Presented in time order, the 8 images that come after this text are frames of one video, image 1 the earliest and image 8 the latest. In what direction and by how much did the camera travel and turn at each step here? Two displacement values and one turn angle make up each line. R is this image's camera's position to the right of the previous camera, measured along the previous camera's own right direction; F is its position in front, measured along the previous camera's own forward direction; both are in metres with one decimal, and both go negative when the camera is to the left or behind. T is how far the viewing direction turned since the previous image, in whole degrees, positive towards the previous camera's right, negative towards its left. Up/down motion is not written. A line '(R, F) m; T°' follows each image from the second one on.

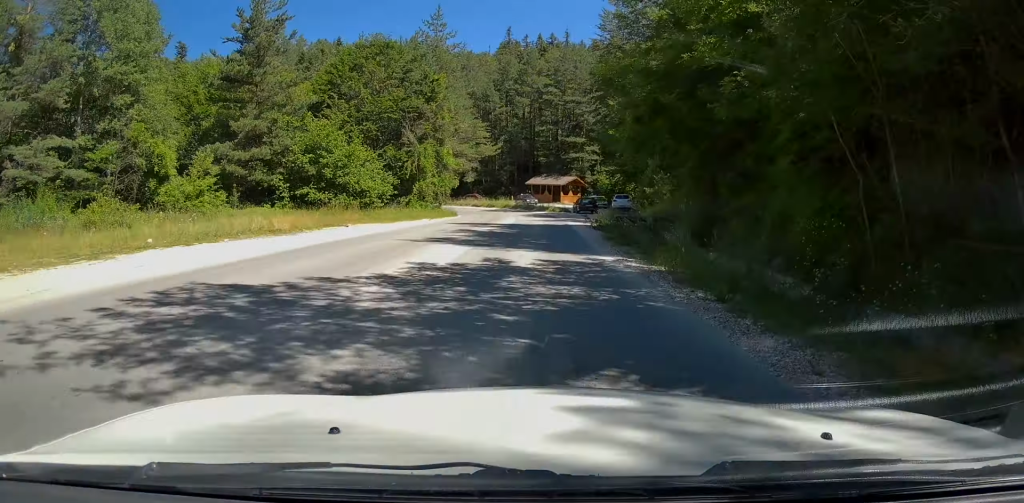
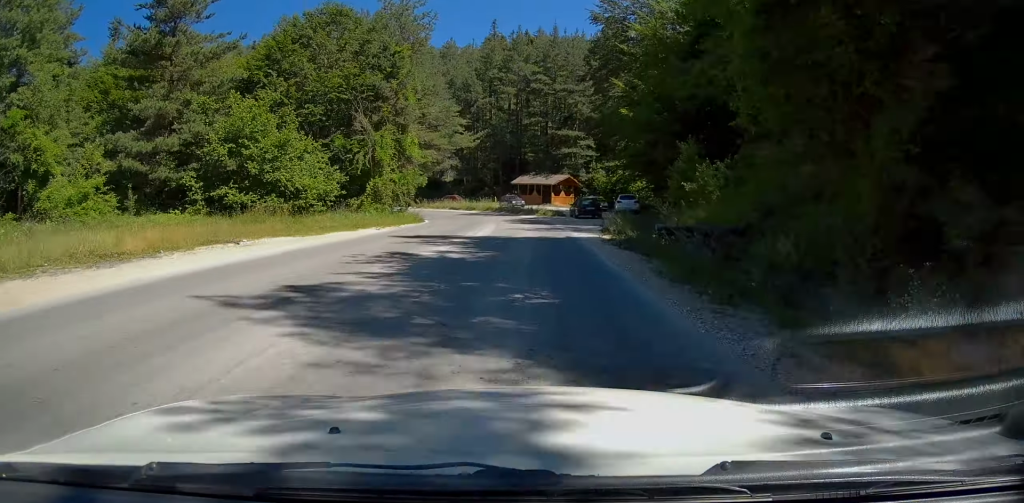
(+0.5, +10.4) m; +4°
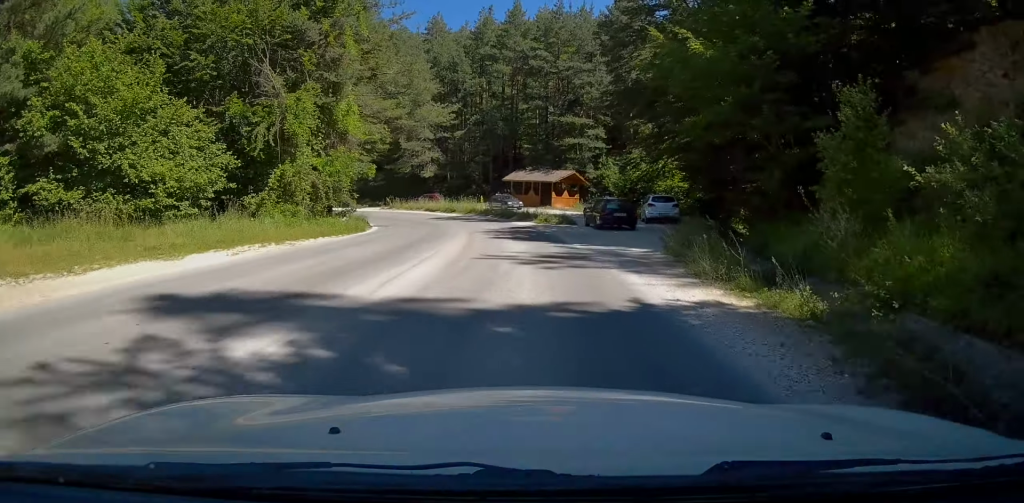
(+0.6, +14.0) m; +2°
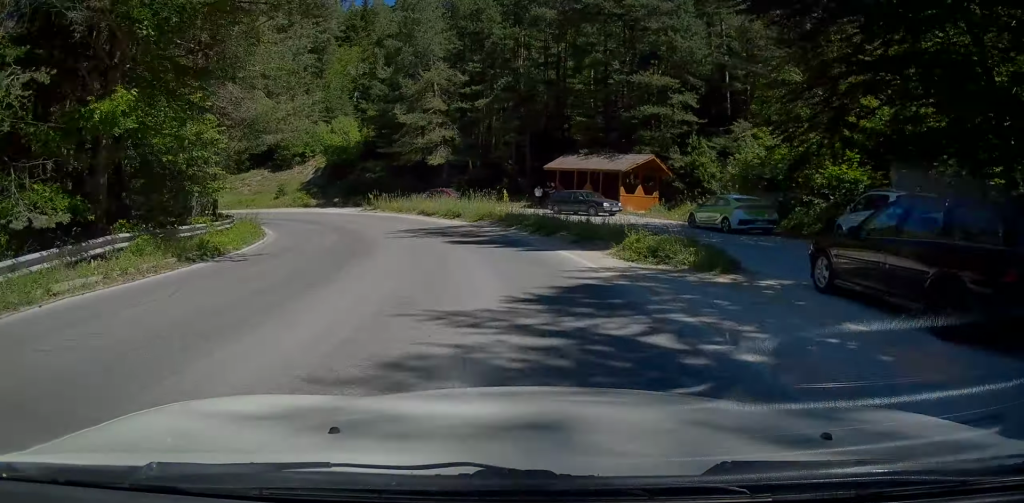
(-0.4, +21.4) m; -4°
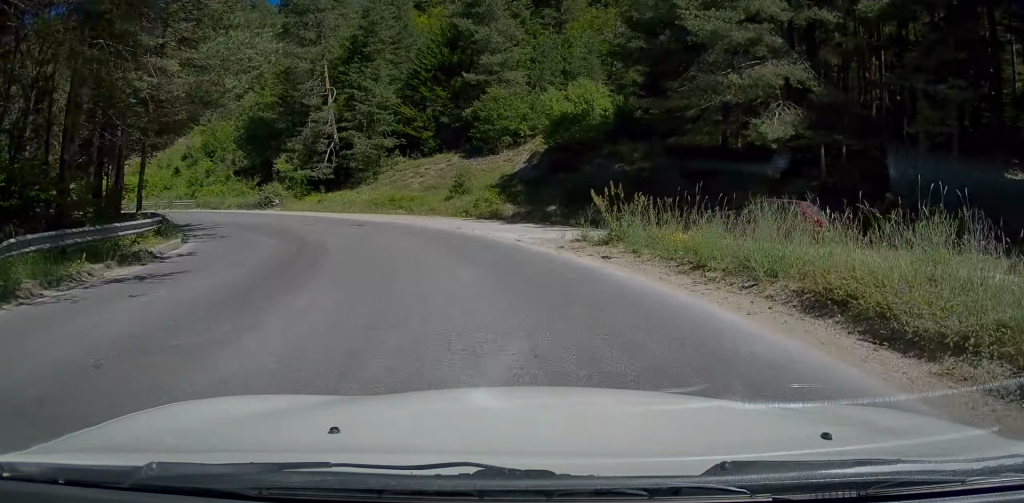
(-3.9, +26.8) m; -23°
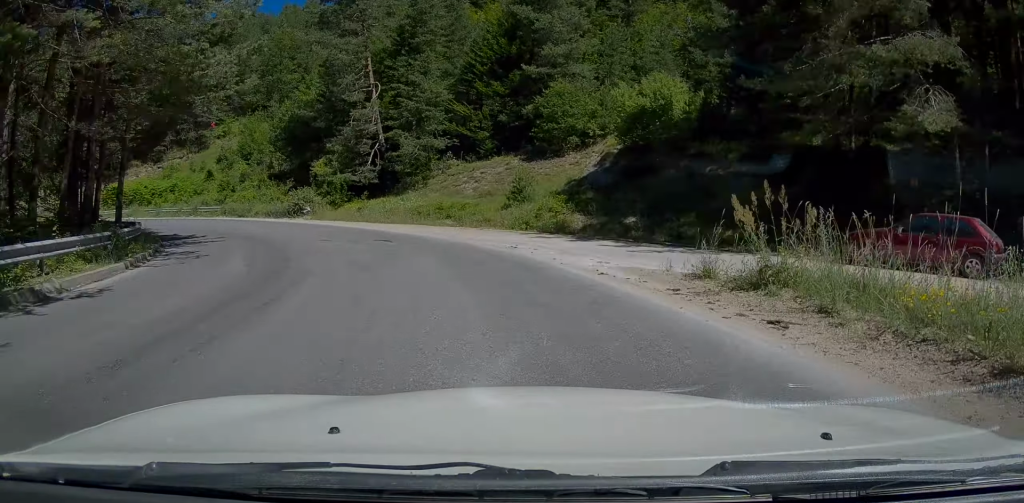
(-0.4, +5.2) m; -7°
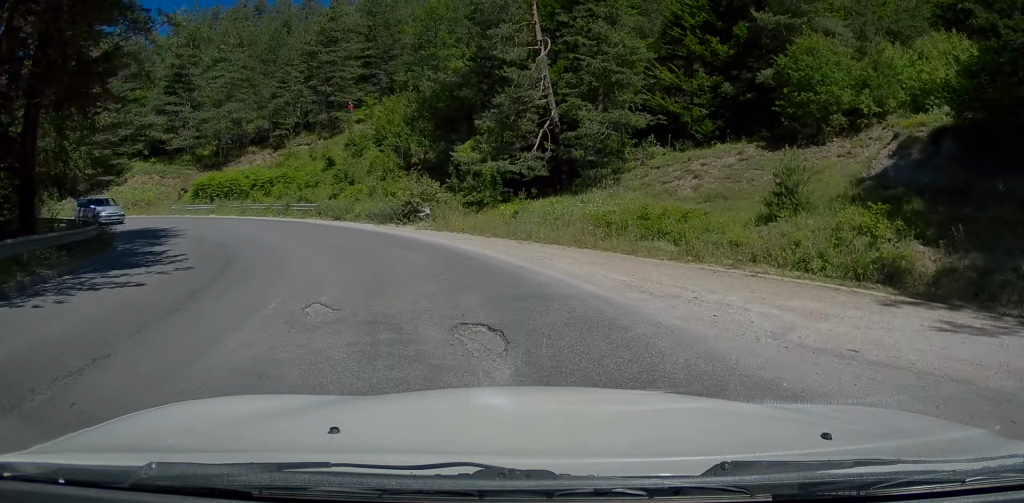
(-1.4, +12.8) m; -19°
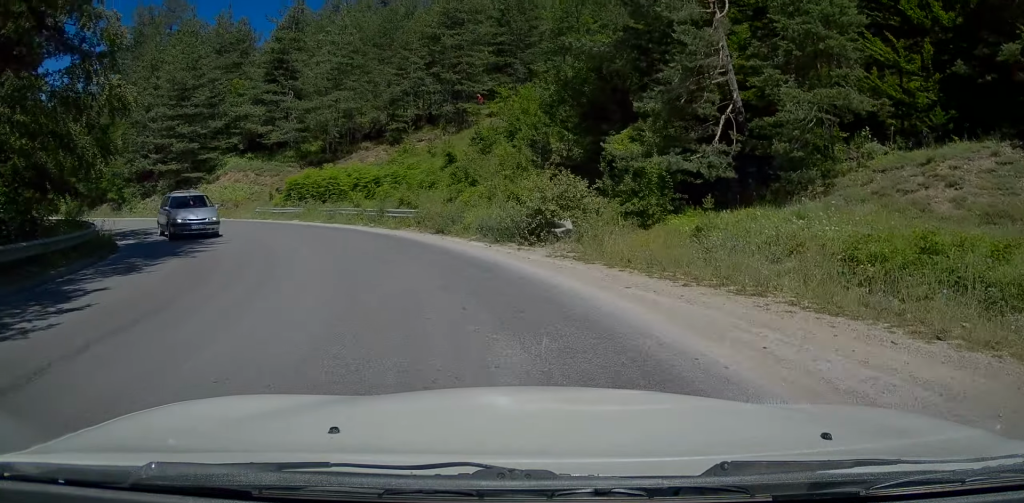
(-1.5, +7.1) m; -13°
